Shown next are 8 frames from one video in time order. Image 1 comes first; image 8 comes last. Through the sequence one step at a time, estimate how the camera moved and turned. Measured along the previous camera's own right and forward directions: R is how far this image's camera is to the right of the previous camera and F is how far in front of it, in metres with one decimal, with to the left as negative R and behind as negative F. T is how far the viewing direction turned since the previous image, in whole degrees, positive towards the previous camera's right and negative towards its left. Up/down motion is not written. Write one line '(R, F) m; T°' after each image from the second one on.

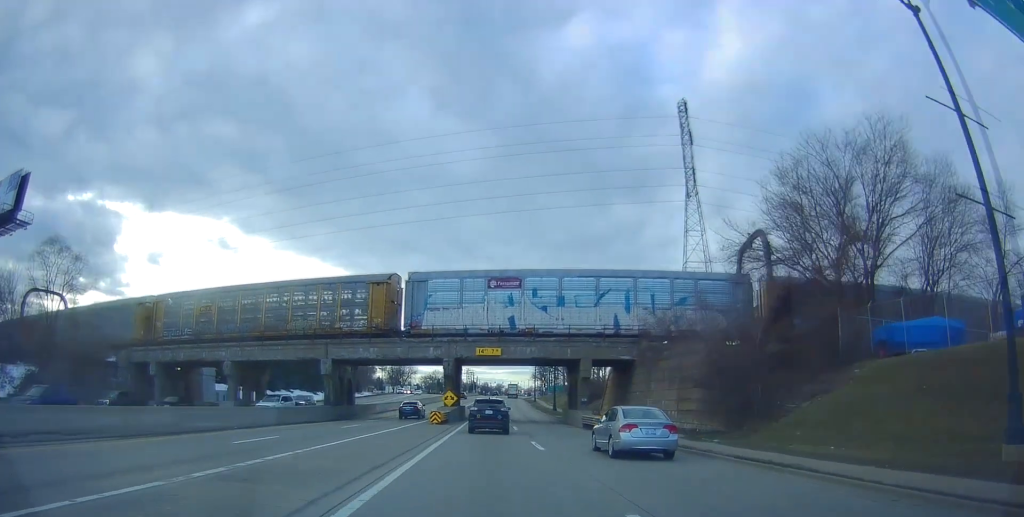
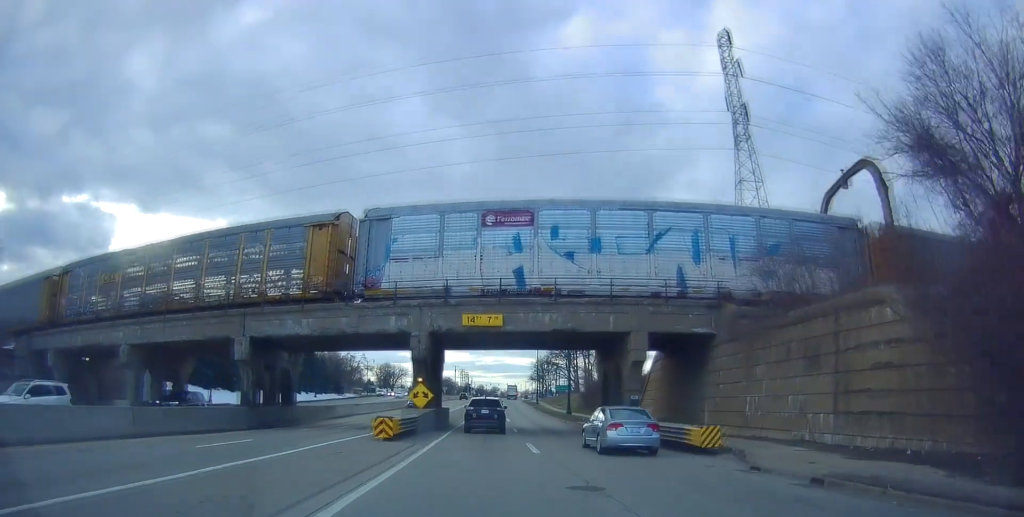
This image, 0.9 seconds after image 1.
(-0.2, +16.3) m; +2°
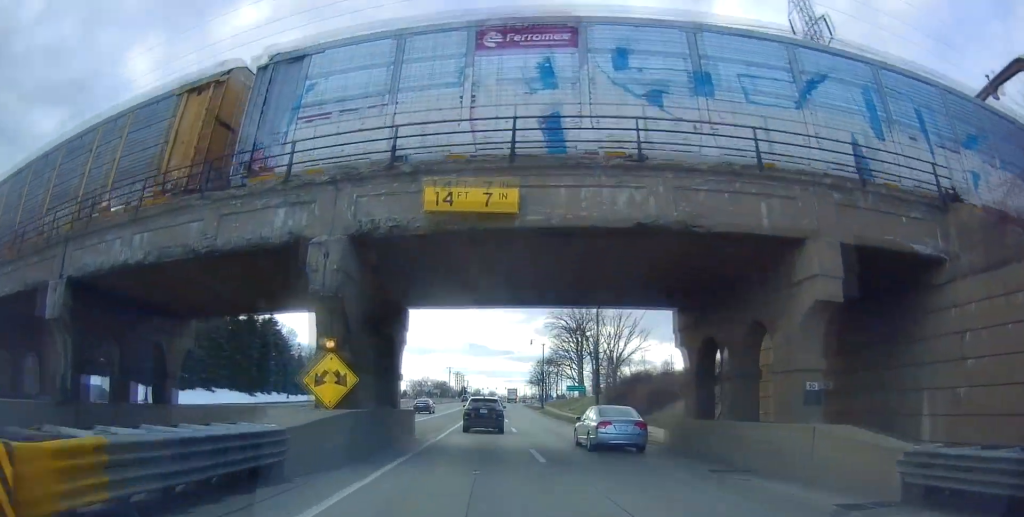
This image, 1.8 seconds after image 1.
(+0.7, +15.8) m; +2°
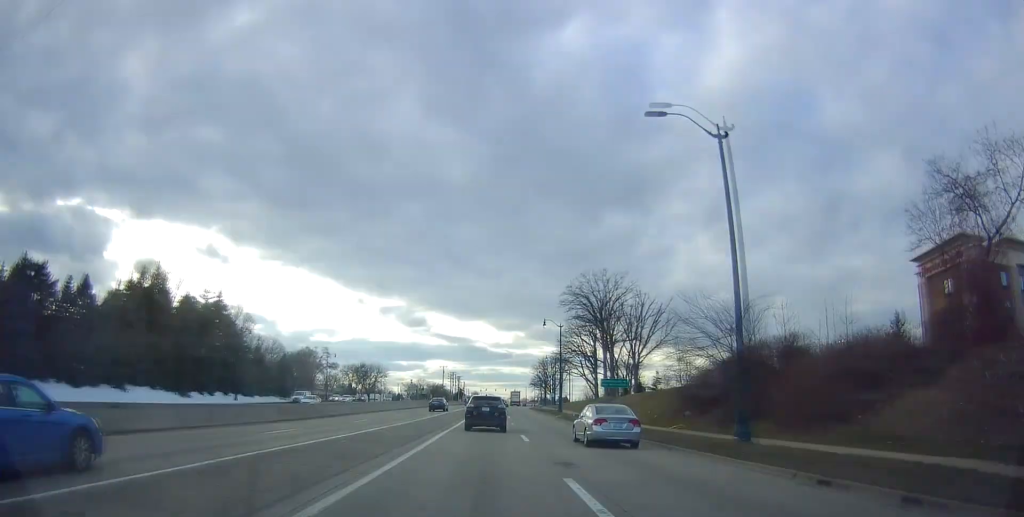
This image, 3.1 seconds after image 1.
(+0.3, +23.1) m; +3°
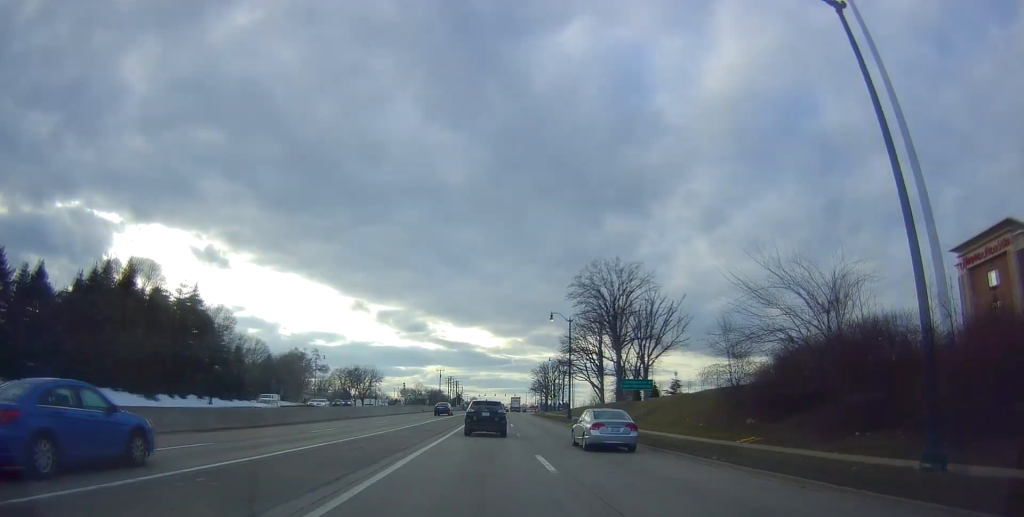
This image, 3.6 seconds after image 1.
(+0.3, +8.4) m; +1°
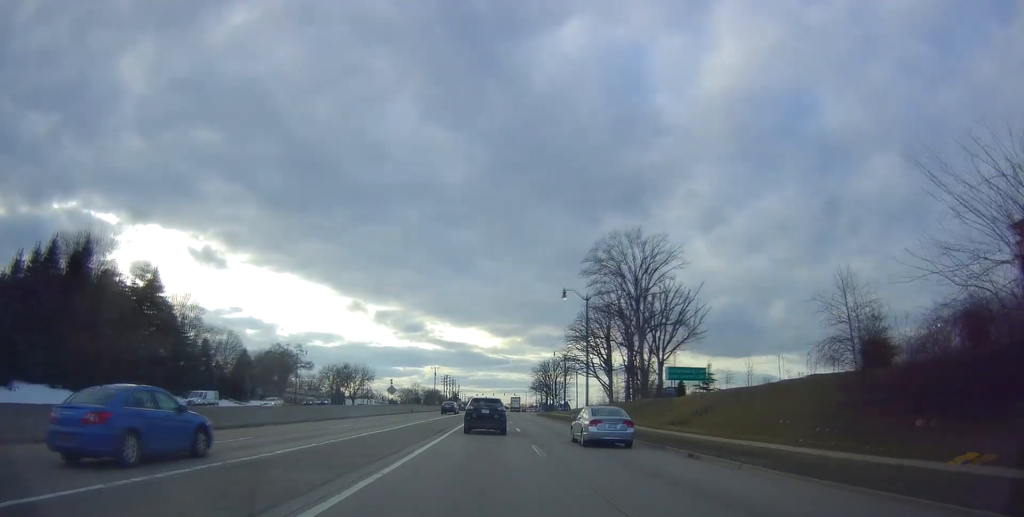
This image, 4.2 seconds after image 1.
(0.0, +11.6) m; -1°
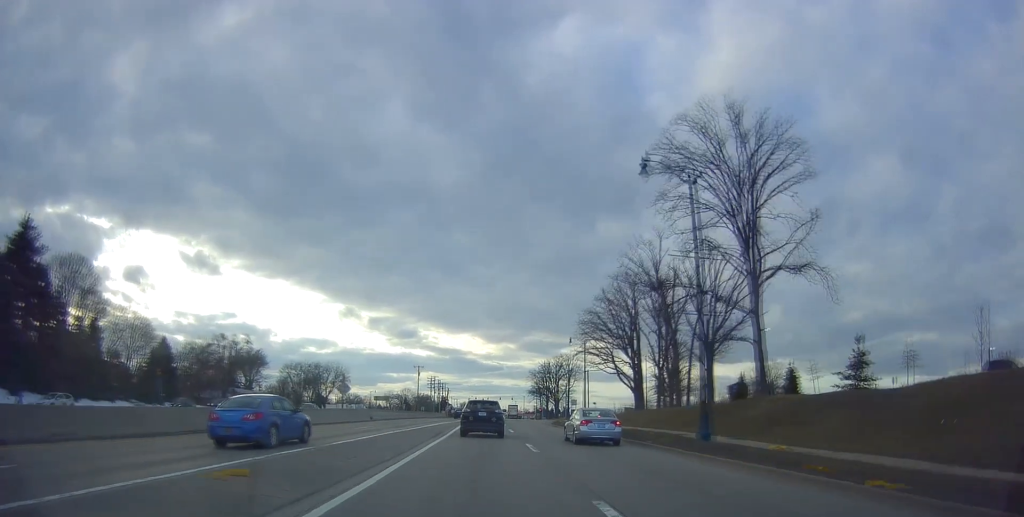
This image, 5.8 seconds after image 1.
(-1.4, +27.9) m; -3°
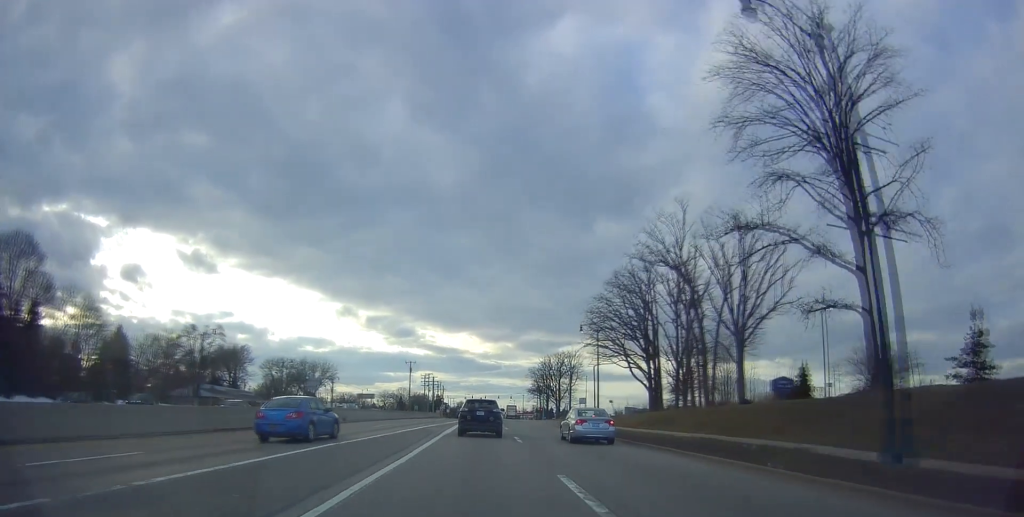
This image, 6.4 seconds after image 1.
(+0.3, +11.1) m; +2°
